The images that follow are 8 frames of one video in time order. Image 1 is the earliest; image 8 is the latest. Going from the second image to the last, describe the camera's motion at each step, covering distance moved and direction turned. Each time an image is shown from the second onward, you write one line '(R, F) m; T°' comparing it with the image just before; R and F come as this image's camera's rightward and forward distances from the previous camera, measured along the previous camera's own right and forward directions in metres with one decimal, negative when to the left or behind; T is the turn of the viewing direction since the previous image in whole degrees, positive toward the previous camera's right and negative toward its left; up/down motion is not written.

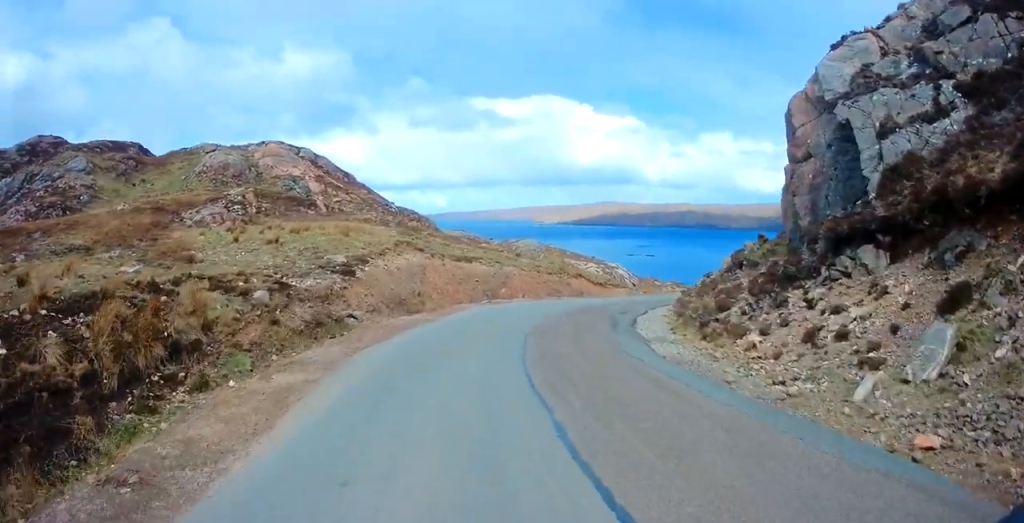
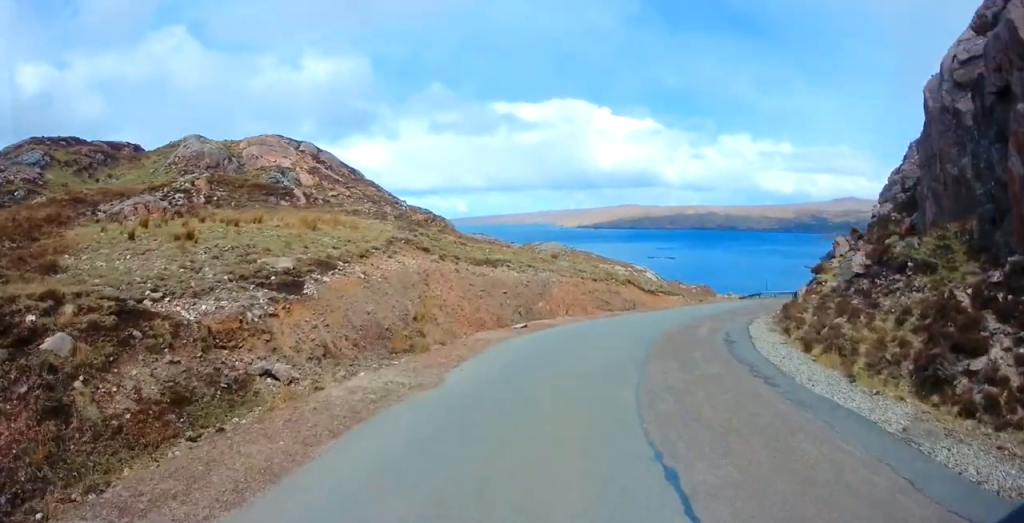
(-0.2, +10.4) m; +2°
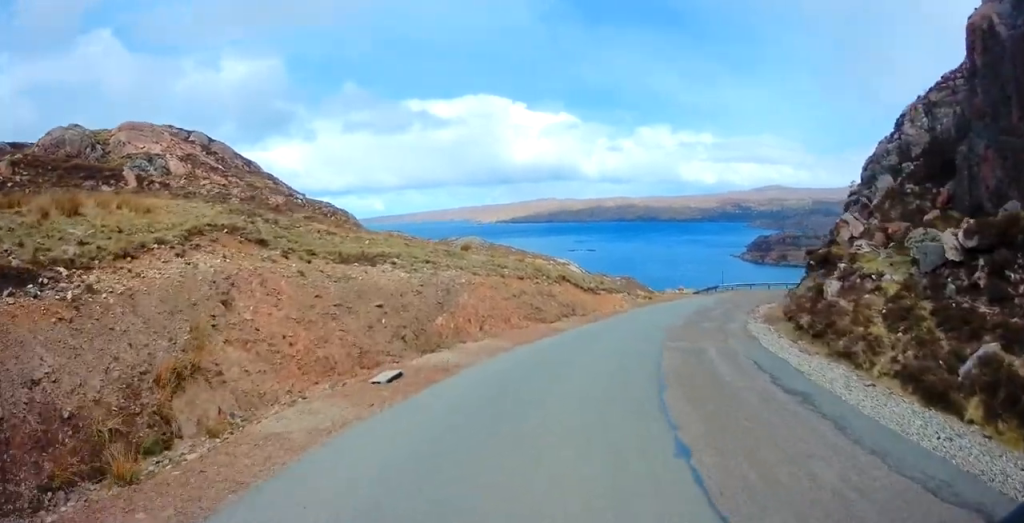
(+0.6, +9.5) m; +10°
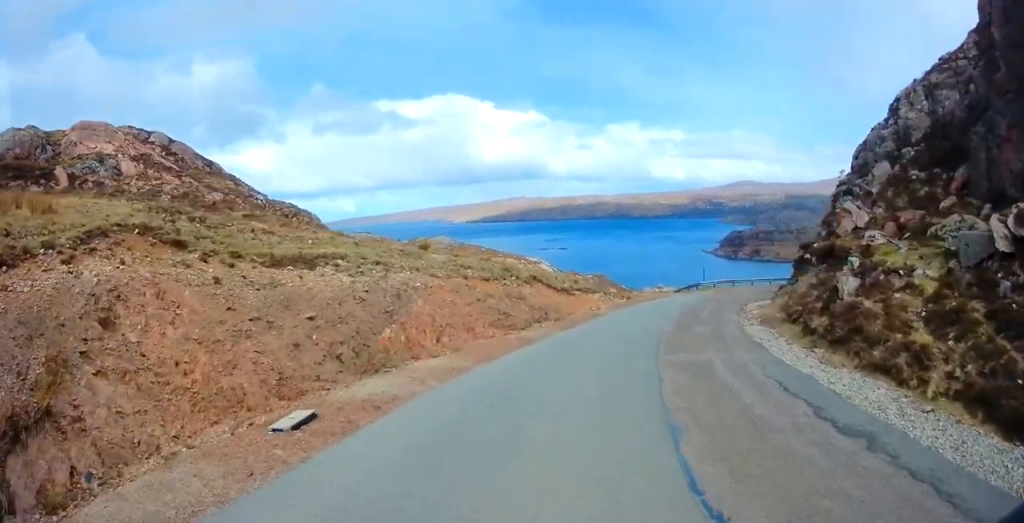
(+0.2, +2.9) m; +3°
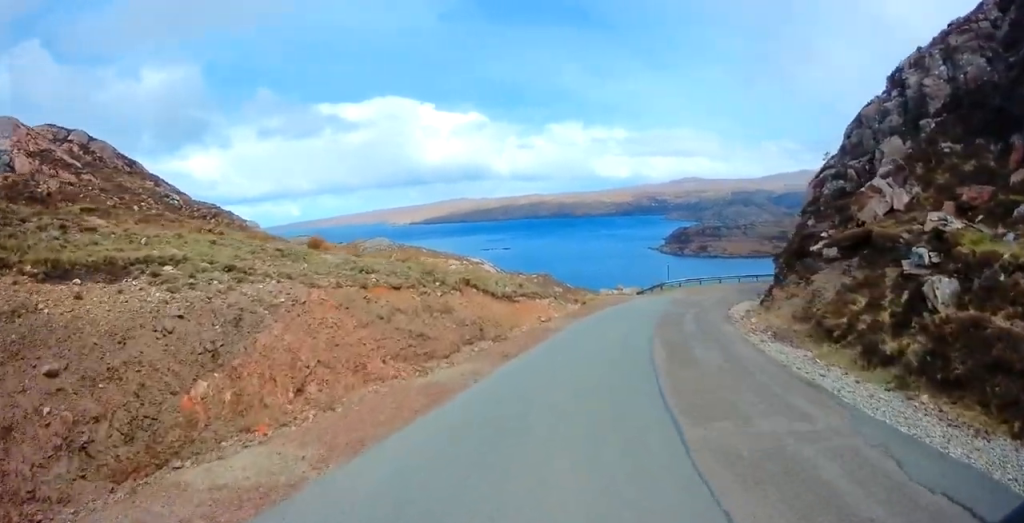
(+0.4, +6.7) m; +7°
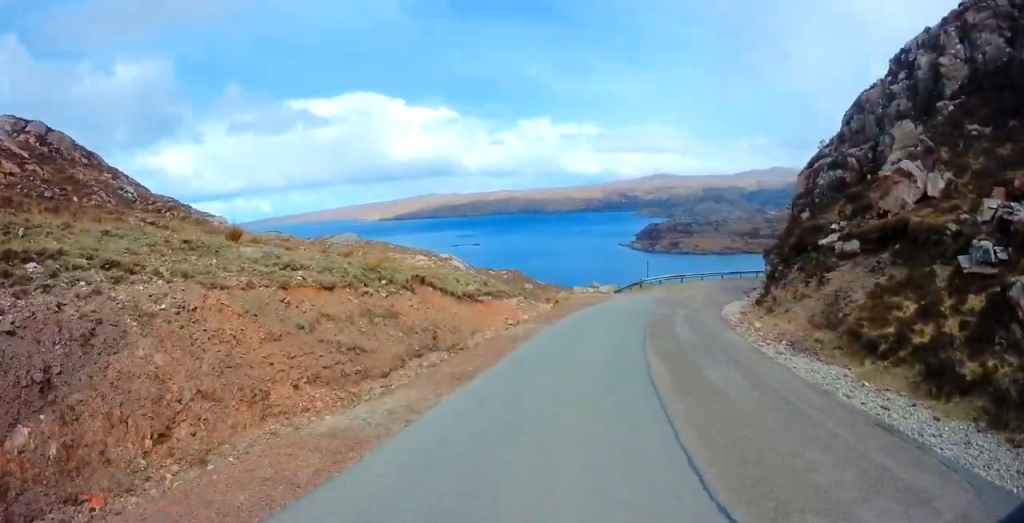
(0.0, +3.2) m; +3°
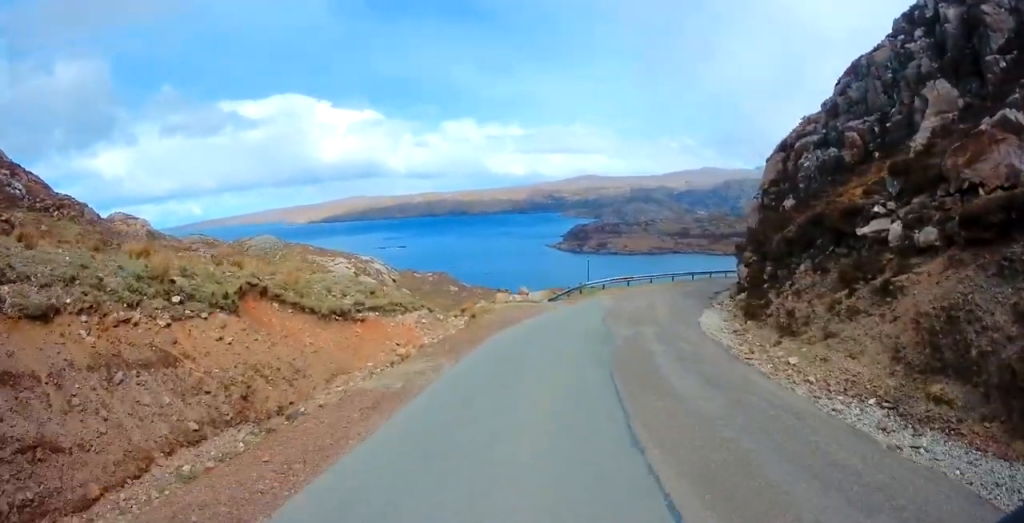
(+0.6, +7.2) m; +6°
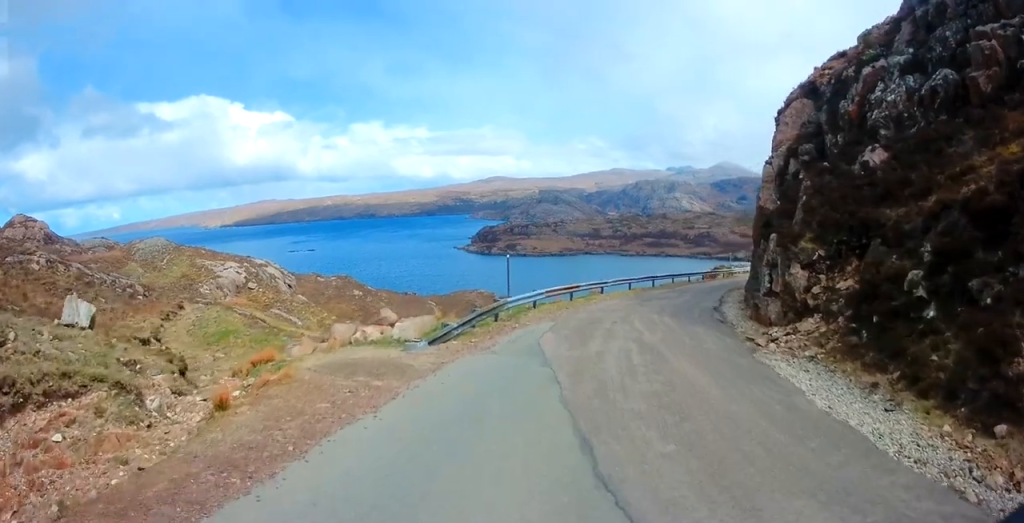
(+0.7, +14.2) m; +8°
